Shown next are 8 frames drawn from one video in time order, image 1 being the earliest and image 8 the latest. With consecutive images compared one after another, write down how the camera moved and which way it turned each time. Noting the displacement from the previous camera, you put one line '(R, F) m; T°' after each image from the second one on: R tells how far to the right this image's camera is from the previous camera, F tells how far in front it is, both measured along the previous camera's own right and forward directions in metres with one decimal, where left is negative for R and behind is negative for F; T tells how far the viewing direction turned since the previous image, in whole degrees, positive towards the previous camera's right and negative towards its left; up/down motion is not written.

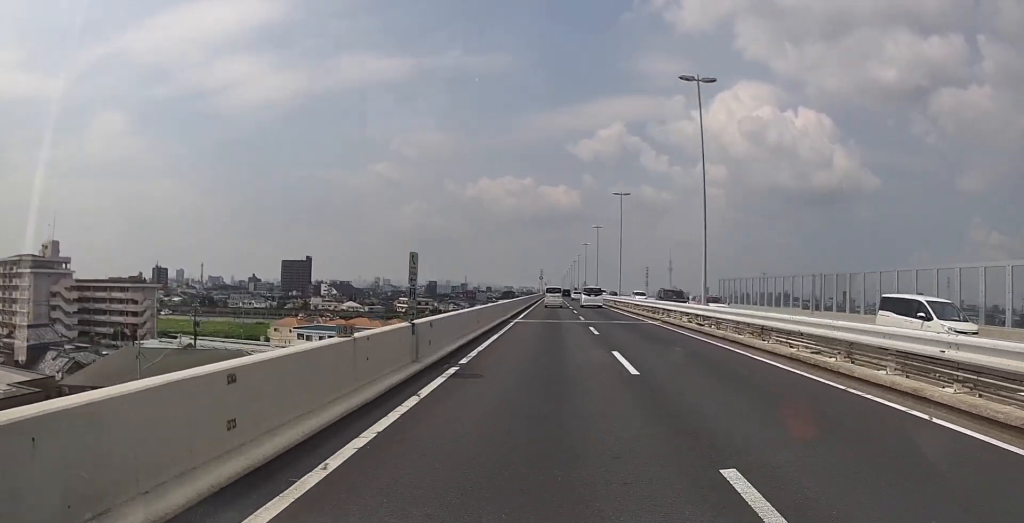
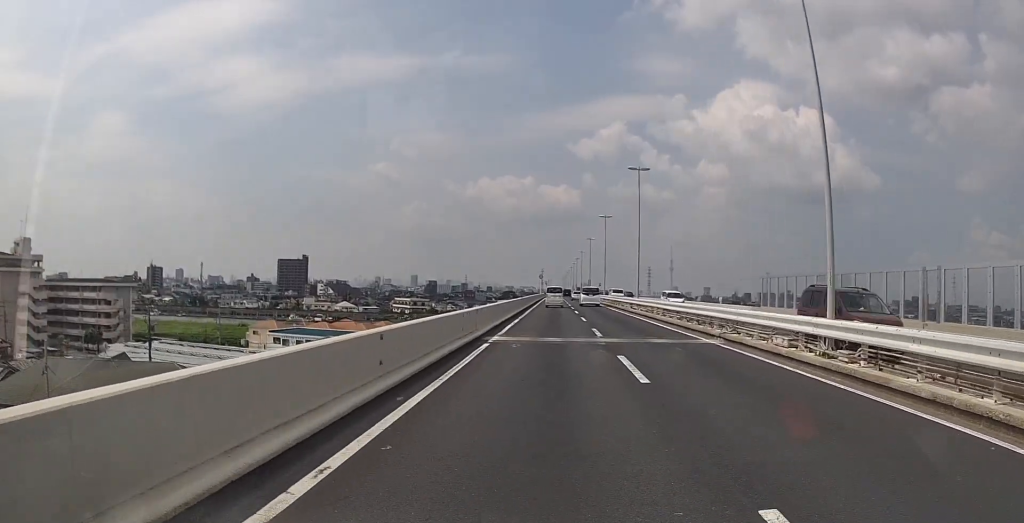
(+0.2, +10.1) m; 0°
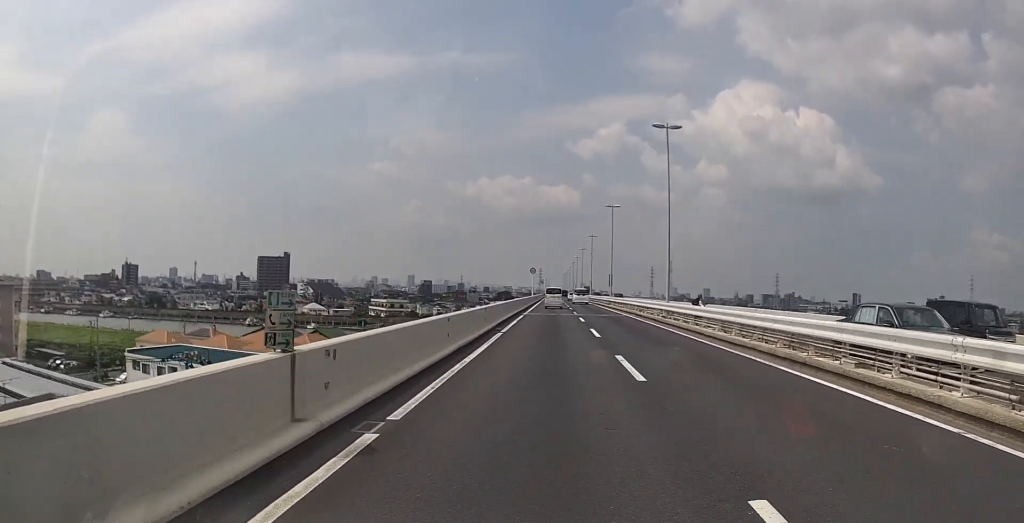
(-0.8, +38.6) m; -1°
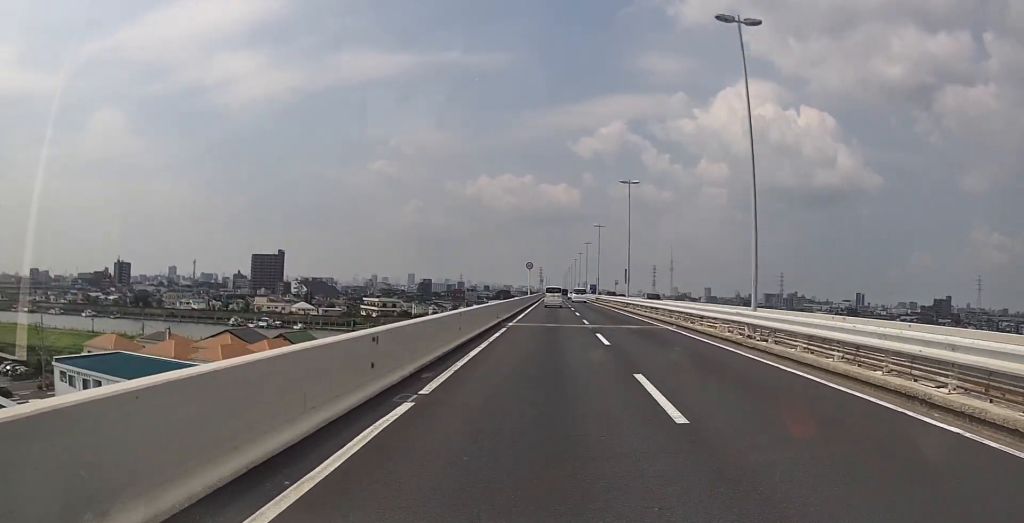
(0.0, +13.1) m; +1°
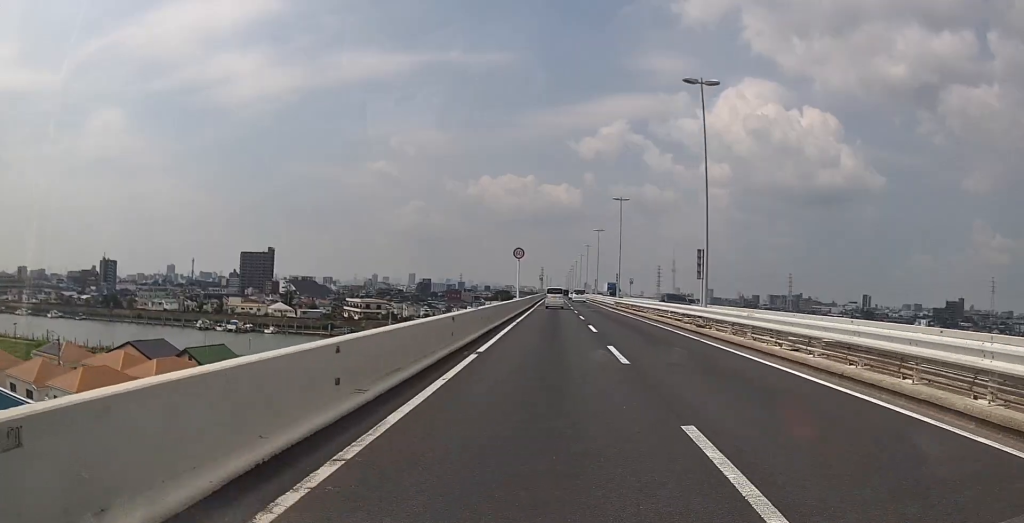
(+0.2, +23.7) m; 0°
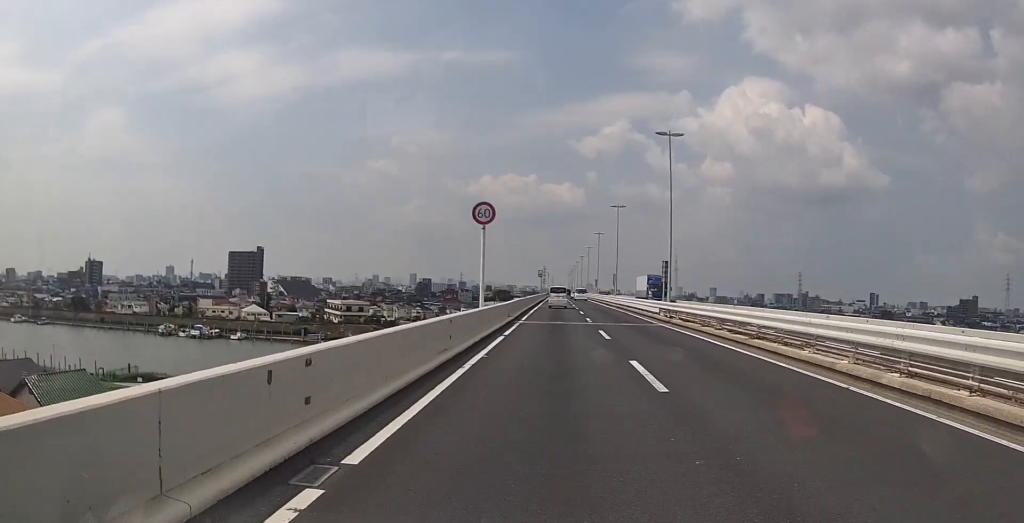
(-0.2, +22.7) m; -1°
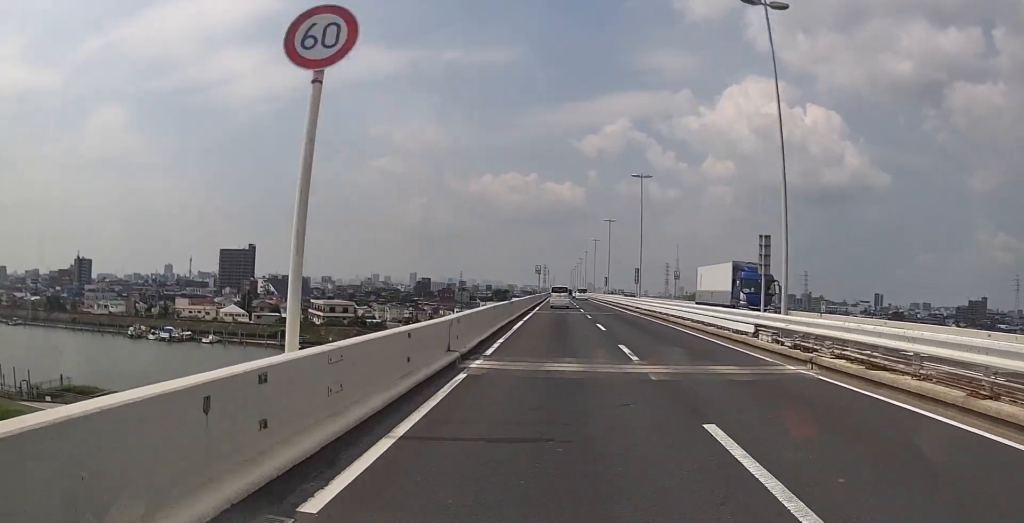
(0.0, +16.4) m; 0°
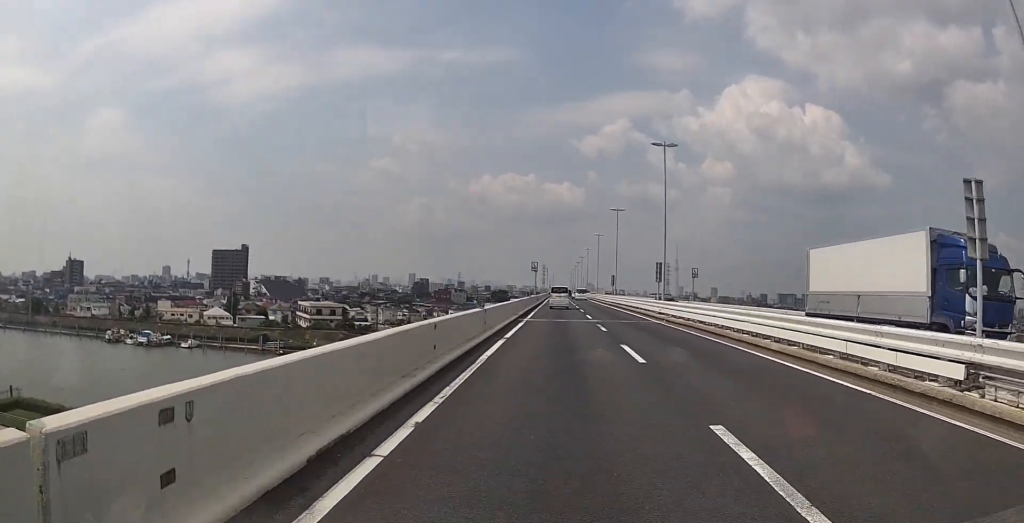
(0.0, +9.7) m; 0°
